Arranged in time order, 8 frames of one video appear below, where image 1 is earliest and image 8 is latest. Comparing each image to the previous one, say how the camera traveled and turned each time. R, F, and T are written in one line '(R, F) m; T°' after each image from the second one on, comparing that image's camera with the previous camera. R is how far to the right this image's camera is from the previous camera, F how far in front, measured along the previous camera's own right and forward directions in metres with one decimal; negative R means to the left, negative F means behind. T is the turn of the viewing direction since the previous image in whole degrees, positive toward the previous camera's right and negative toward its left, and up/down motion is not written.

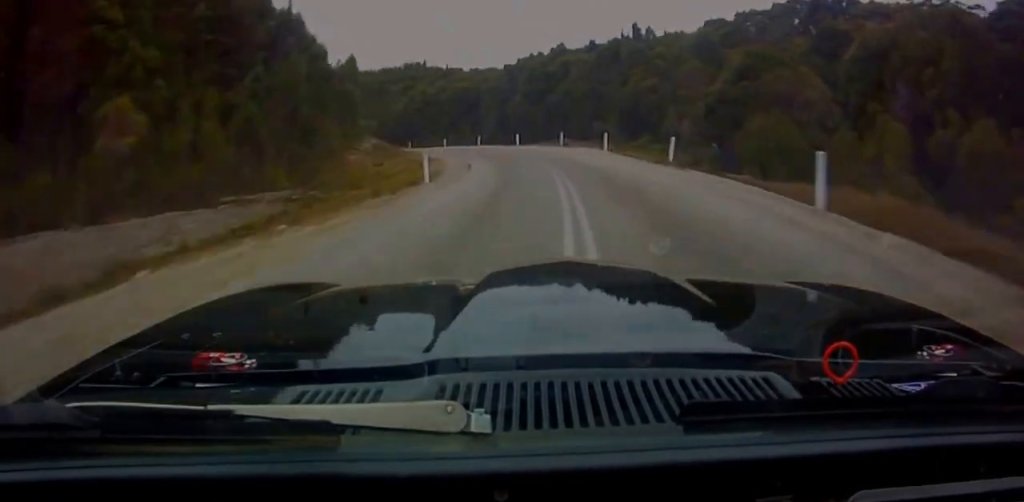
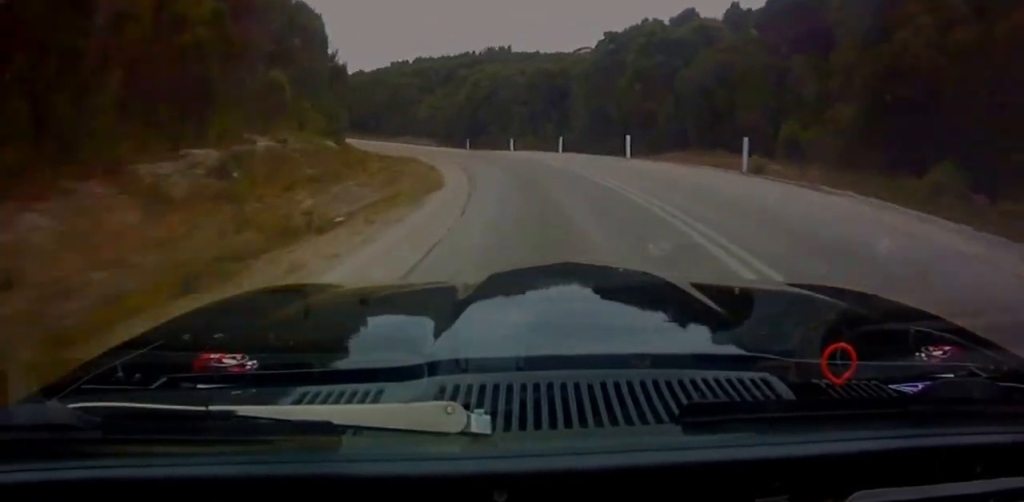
(-1.2, +28.8) m; -7°
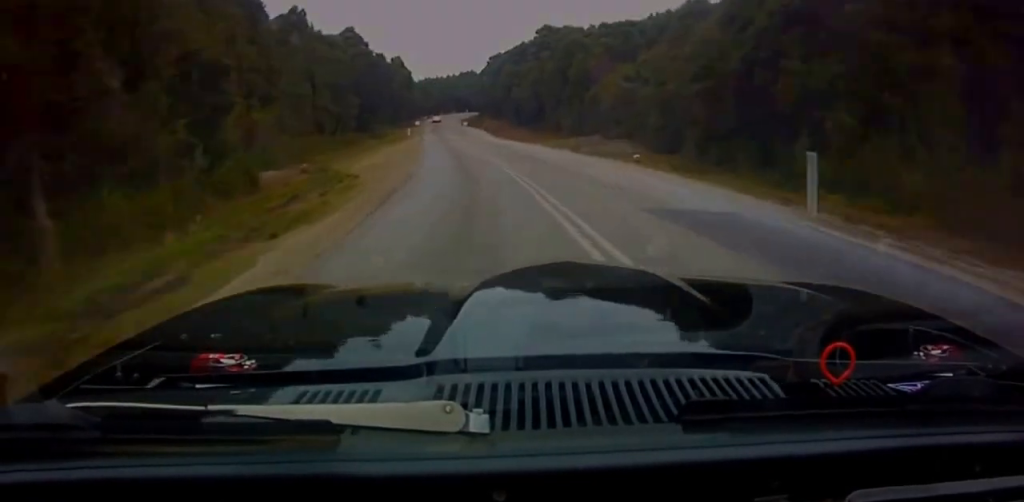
(-7.3, +55.4) m; -15°
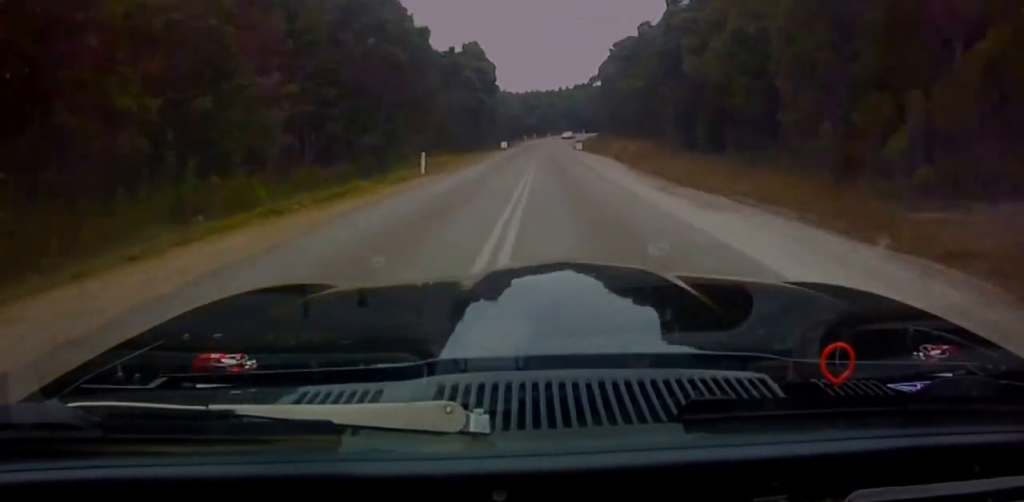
(-5.3, +44.5) m; -11°
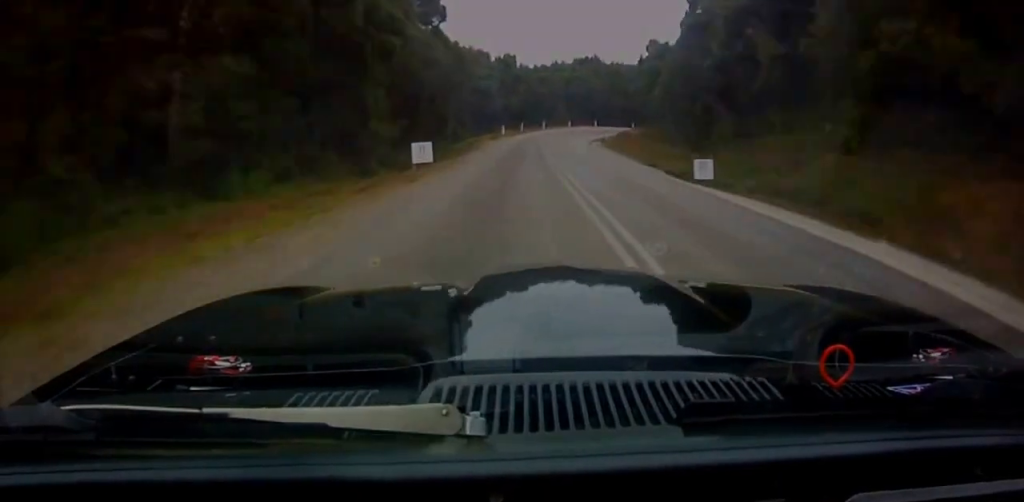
(-3.1, +51.1) m; -2°
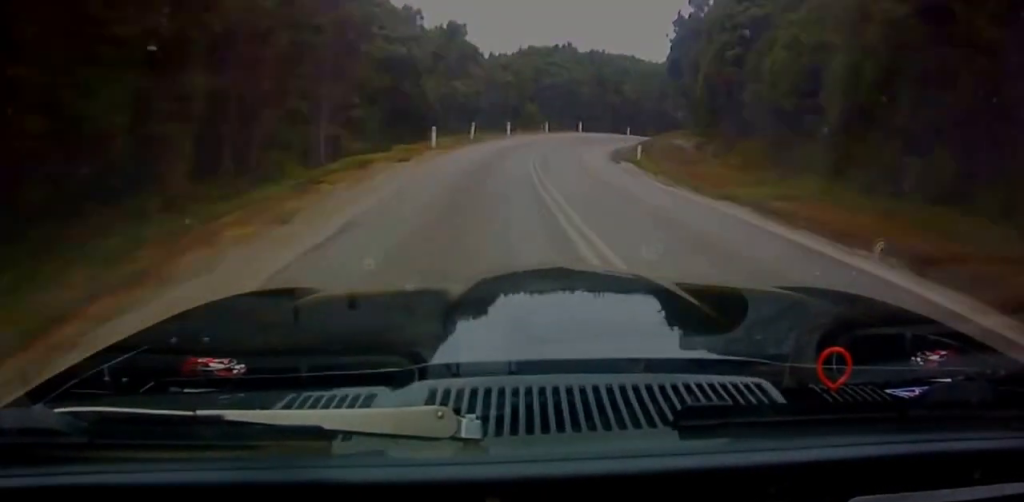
(+0.7, +26.2) m; +6°
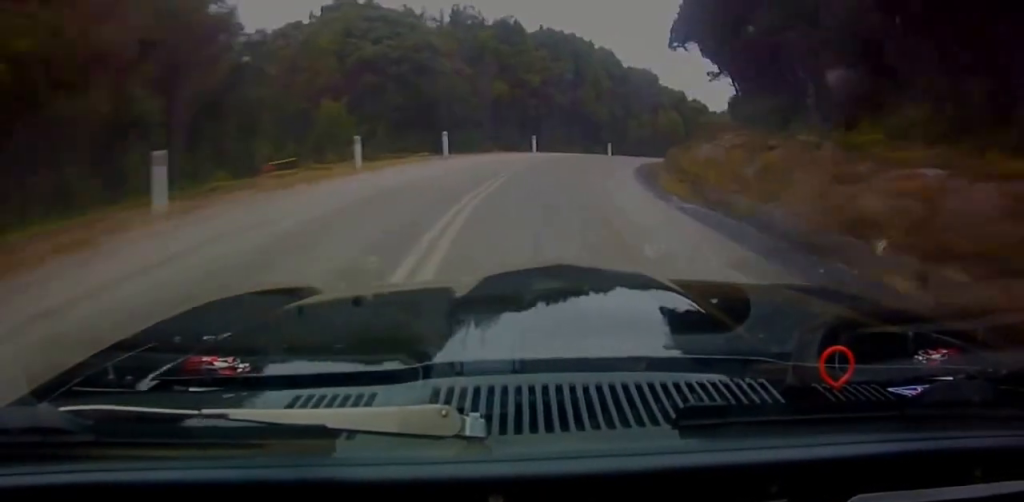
(+5.0, +33.6) m; +19°
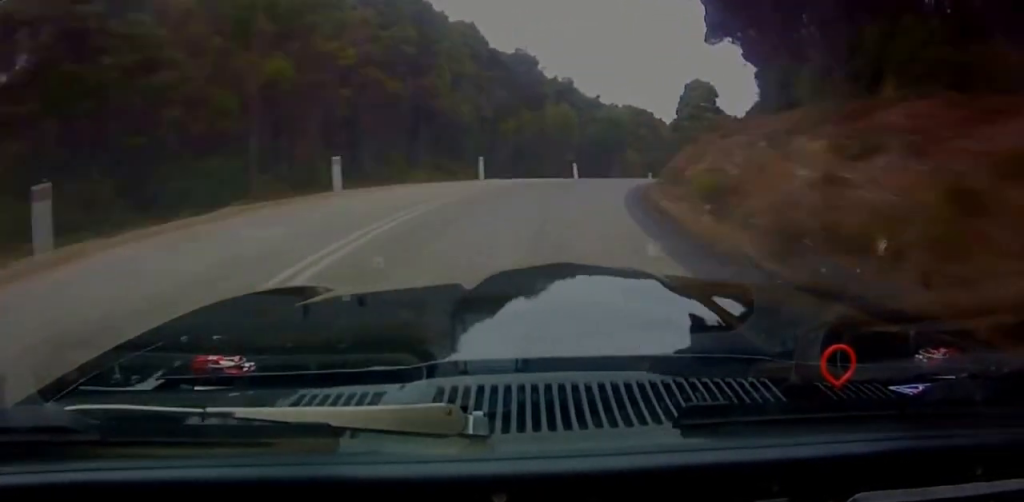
(+1.9, +18.4) m; +15°
